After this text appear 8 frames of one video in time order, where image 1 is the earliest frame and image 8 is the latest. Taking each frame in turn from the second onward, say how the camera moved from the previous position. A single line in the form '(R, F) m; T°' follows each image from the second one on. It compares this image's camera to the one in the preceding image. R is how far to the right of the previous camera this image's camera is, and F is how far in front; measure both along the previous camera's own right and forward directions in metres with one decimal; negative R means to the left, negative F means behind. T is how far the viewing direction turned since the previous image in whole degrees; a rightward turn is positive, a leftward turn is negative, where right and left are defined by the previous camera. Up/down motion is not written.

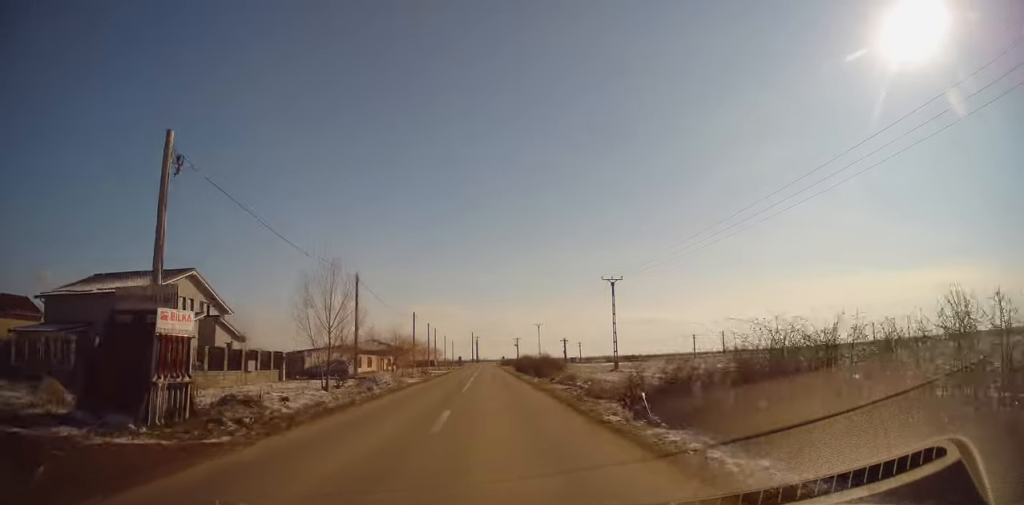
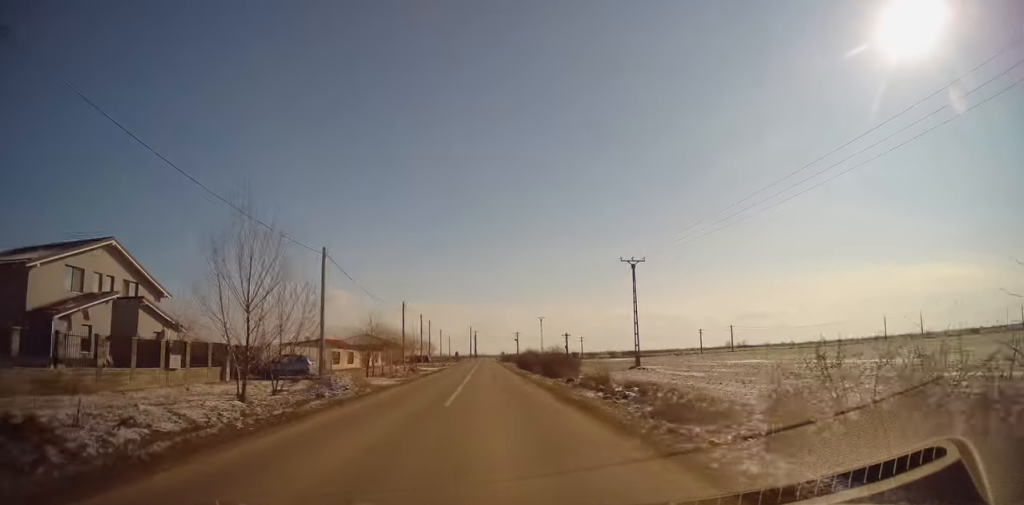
(0.0, +9.0) m; 0°
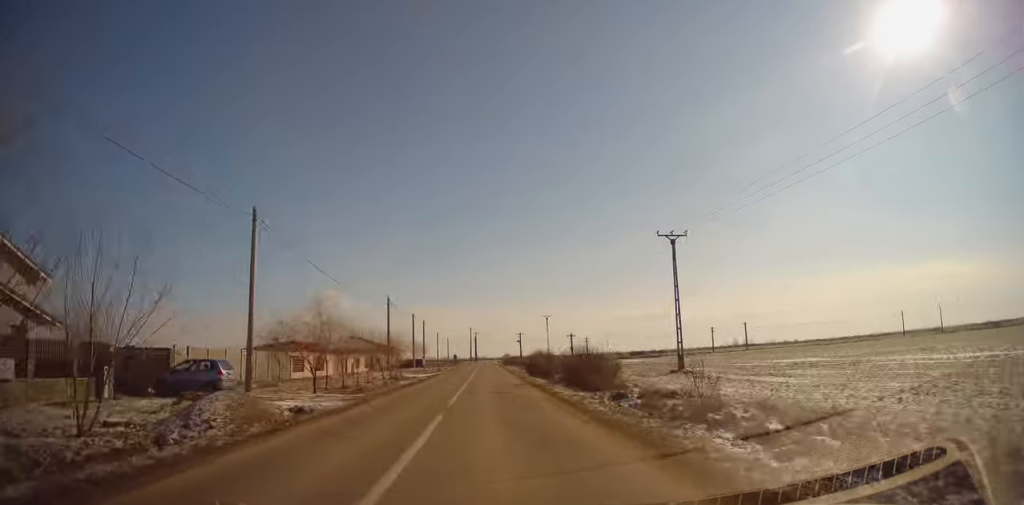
(+0.2, +11.2) m; 0°
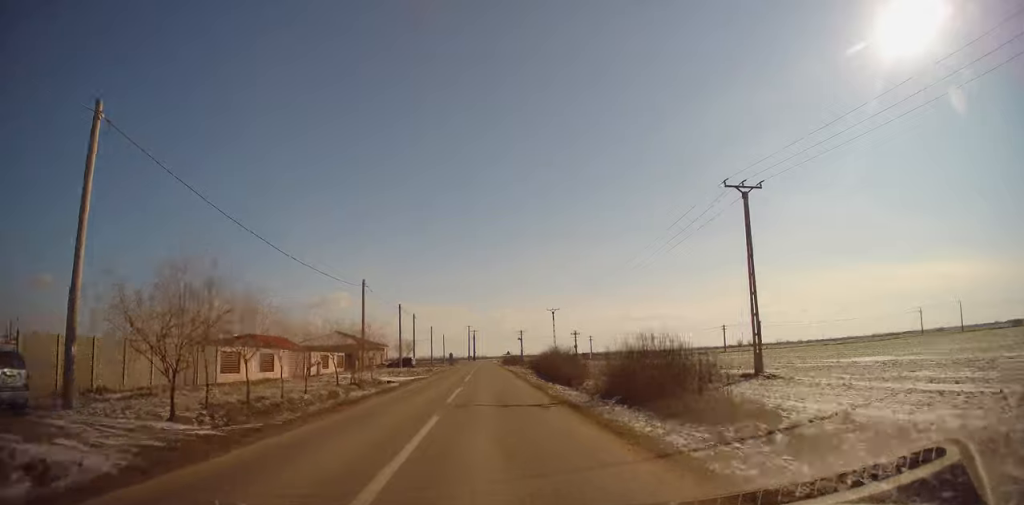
(-0.1, +11.8) m; 0°
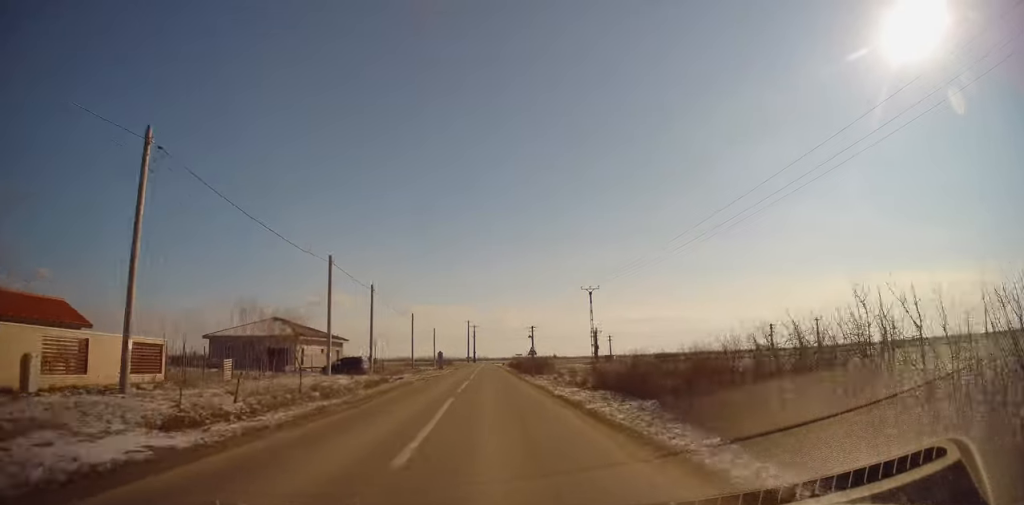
(0.0, +33.2) m; +1°
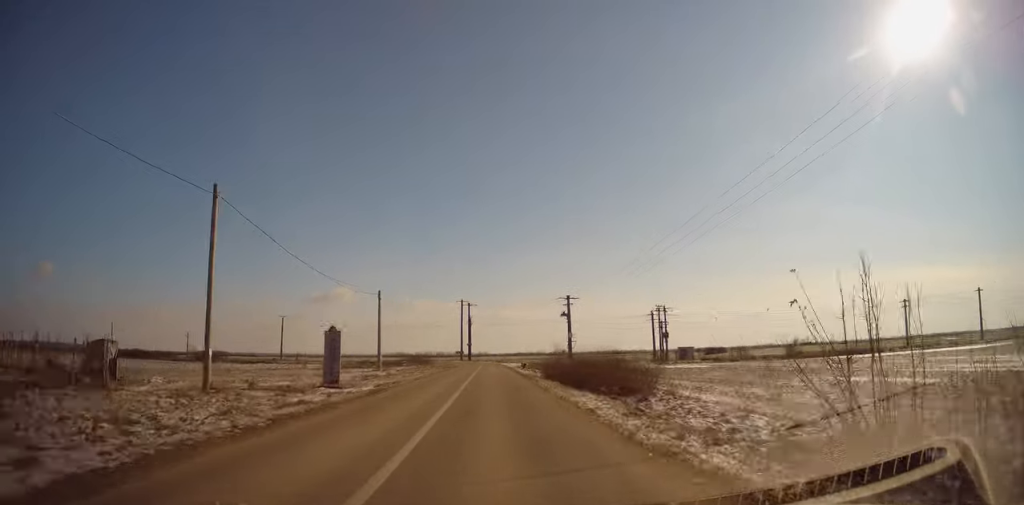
(-0.6, +59.8) m; -1°
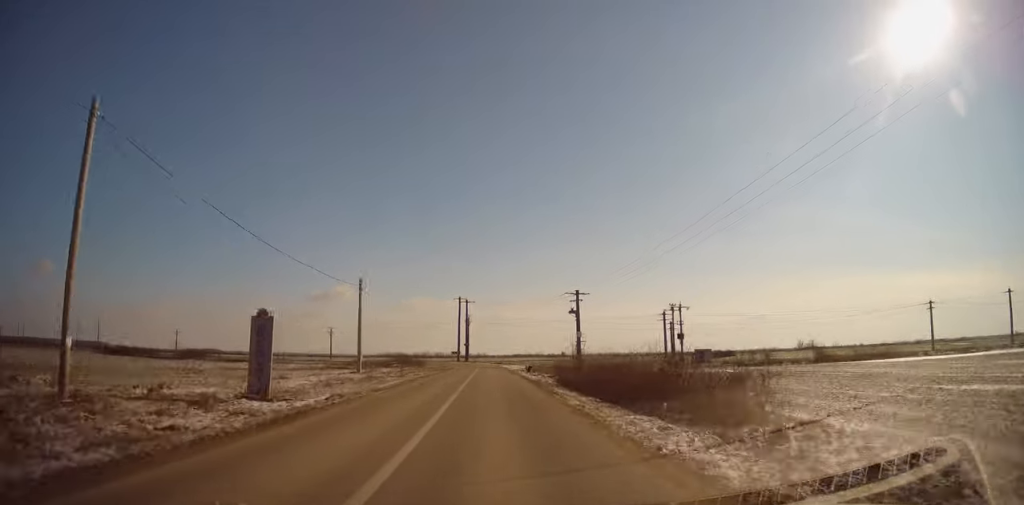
(0.0, +8.4) m; 0°
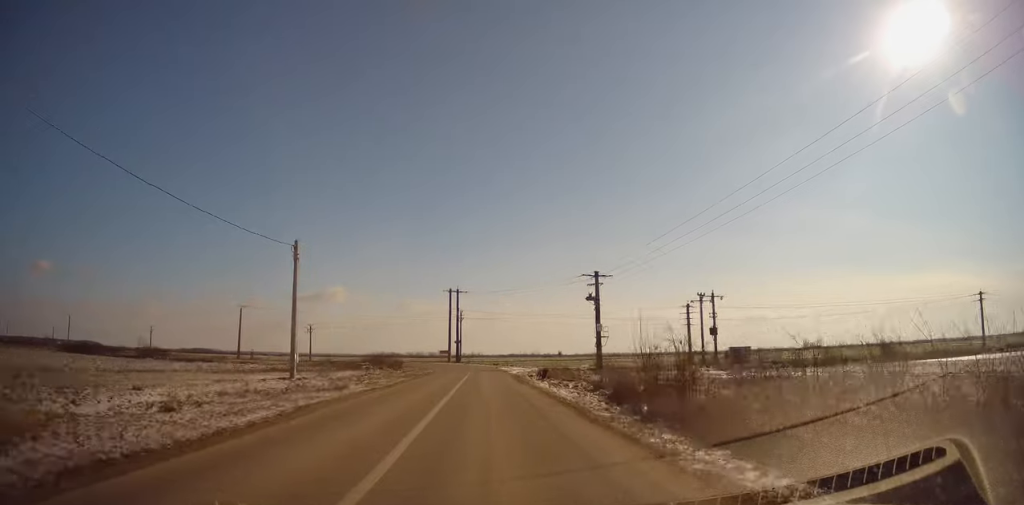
(0.0, +15.7) m; 0°
